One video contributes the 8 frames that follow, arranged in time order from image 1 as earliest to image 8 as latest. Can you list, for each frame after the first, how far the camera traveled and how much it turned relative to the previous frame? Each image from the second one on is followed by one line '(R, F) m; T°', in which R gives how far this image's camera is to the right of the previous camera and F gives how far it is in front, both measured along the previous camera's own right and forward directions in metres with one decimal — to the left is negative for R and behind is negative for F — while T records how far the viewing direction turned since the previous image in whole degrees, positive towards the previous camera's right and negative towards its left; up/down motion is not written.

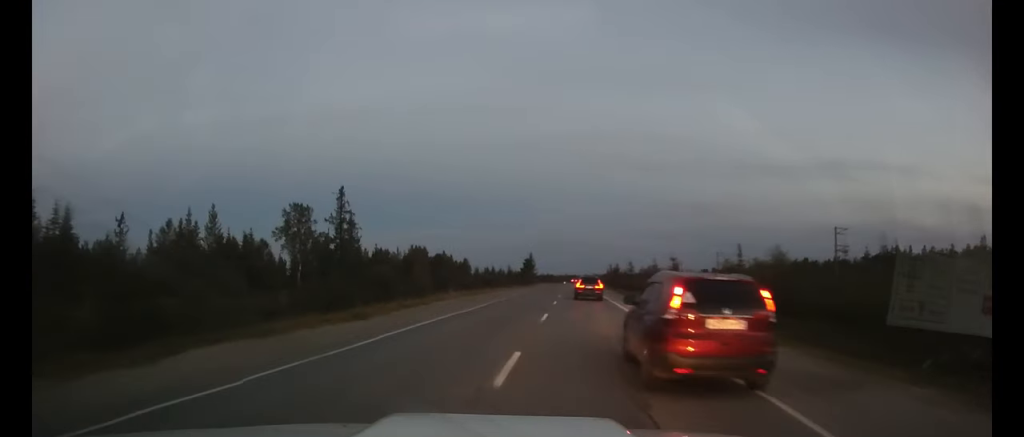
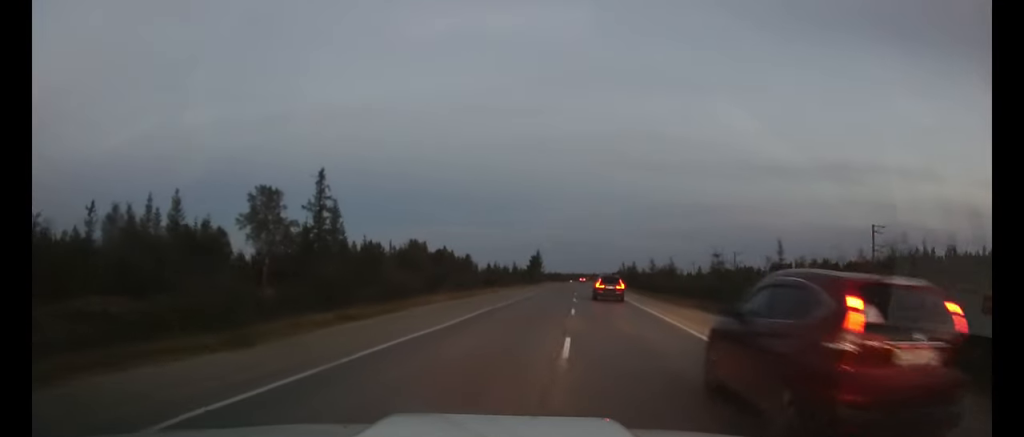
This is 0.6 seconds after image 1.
(-0.1, +8.3) m; -1°
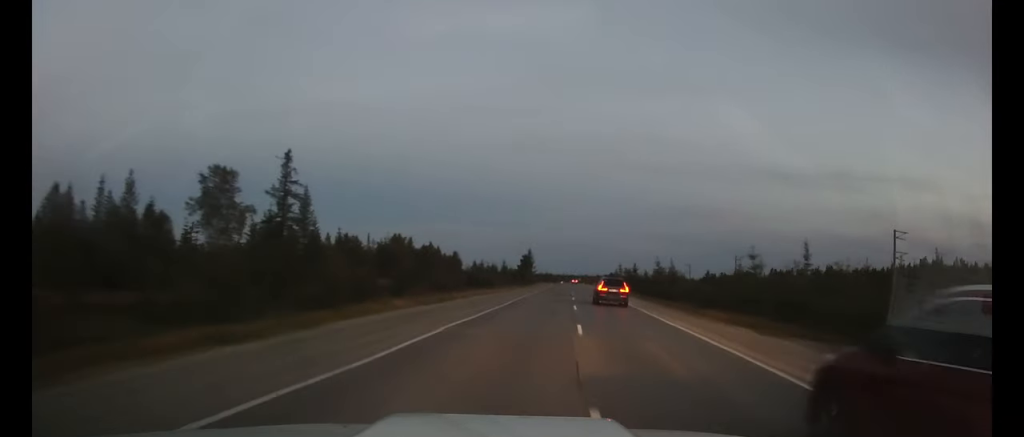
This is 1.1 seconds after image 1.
(0.0, +6.4) m; 0°
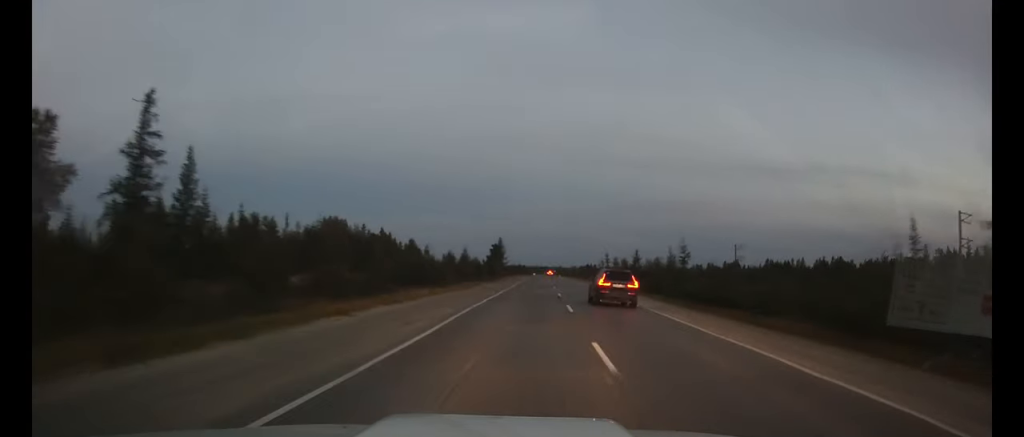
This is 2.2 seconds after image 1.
(0.0, +16.5) m; +1°
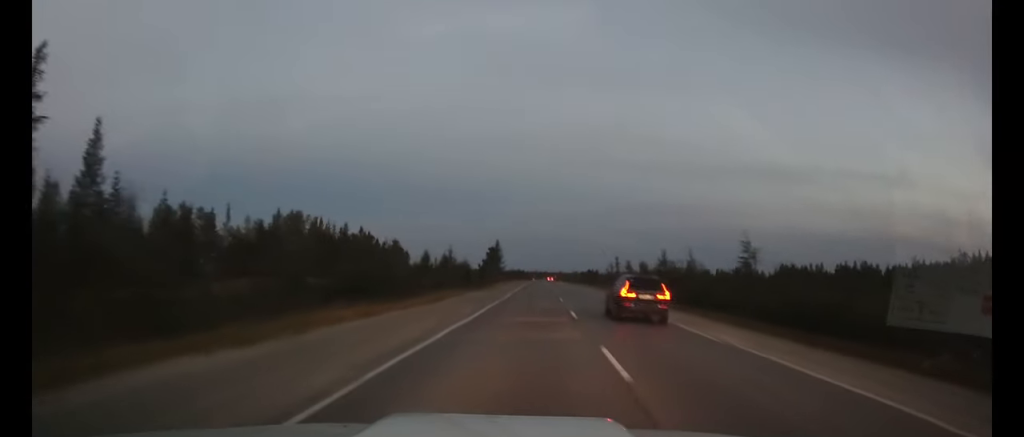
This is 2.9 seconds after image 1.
(+0.1, +11.2) m; +1°
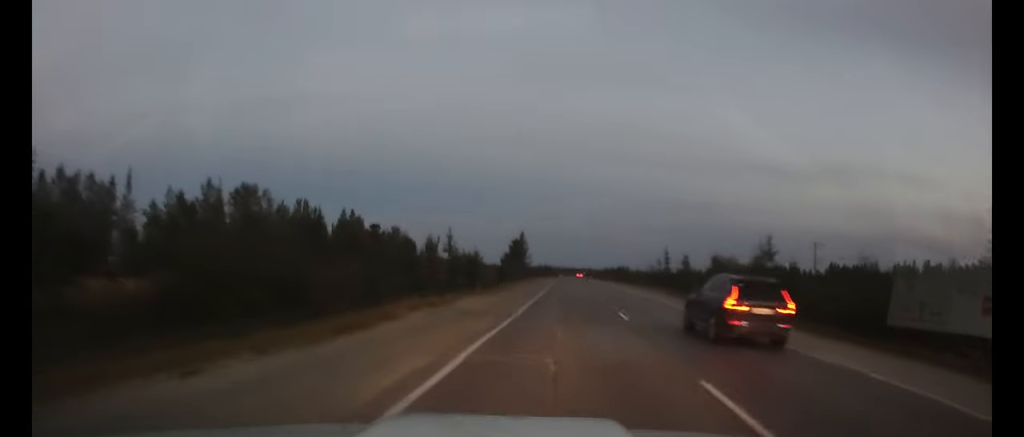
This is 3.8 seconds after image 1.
(+0.1, +15.7) m; 0°
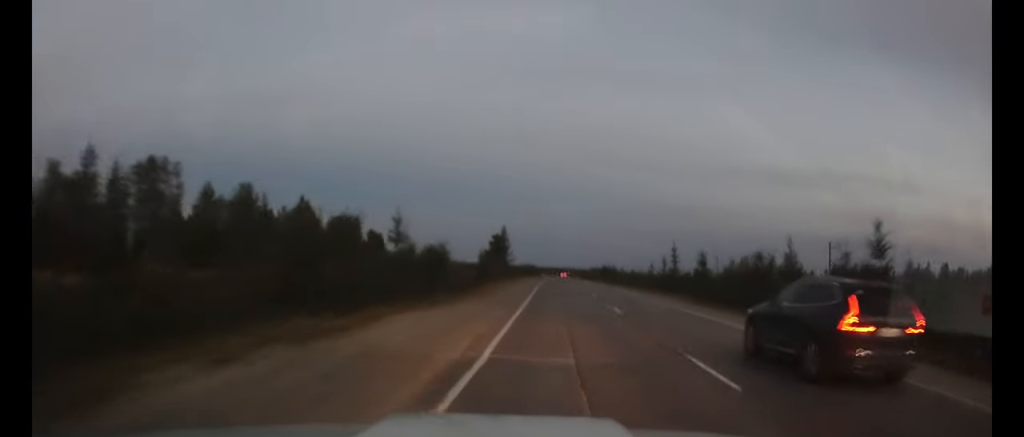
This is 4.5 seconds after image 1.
(-0.1, +11.5) m; 0°
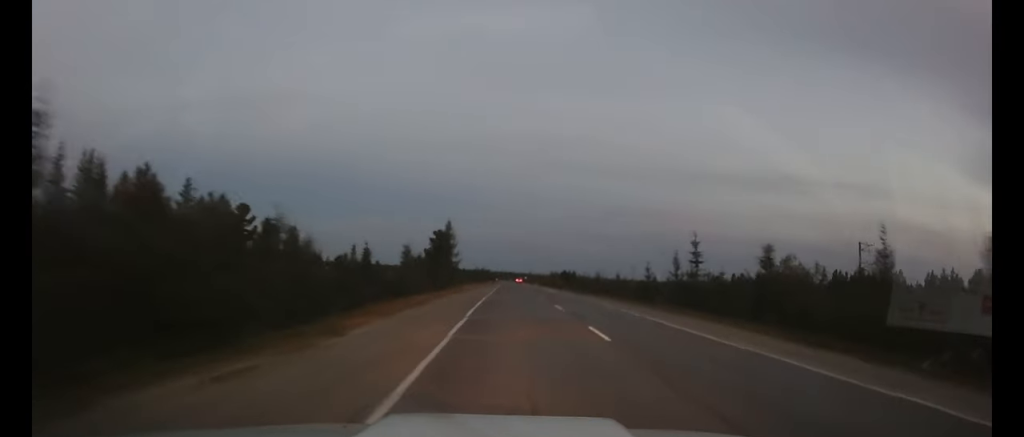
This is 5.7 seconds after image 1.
(+0.1, +21.6) m; +2°
